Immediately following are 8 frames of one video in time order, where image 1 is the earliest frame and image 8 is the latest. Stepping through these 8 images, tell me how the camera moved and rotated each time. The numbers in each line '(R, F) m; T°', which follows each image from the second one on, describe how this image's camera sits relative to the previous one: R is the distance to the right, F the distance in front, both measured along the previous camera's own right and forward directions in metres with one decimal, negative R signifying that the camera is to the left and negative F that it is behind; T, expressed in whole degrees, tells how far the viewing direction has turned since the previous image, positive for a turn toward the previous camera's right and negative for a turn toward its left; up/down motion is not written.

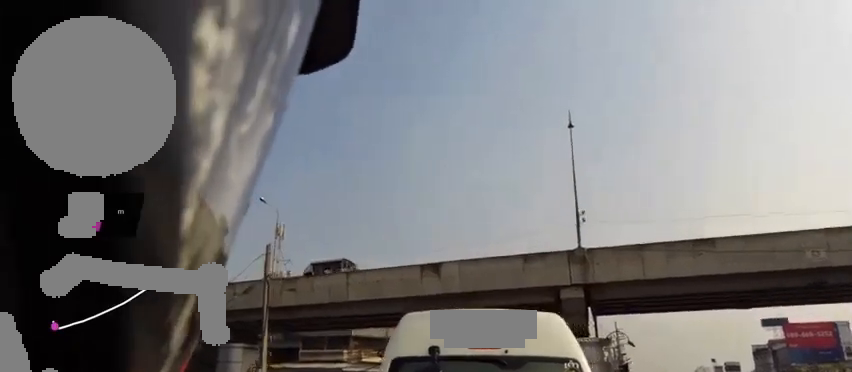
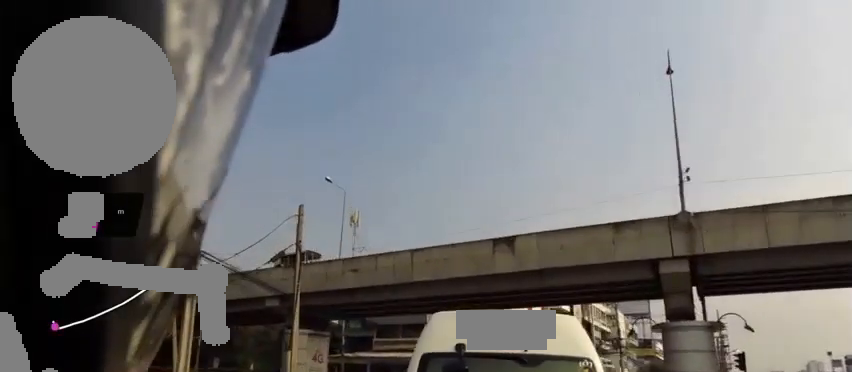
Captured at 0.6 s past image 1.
(-0.3, +3.5) m; -7°
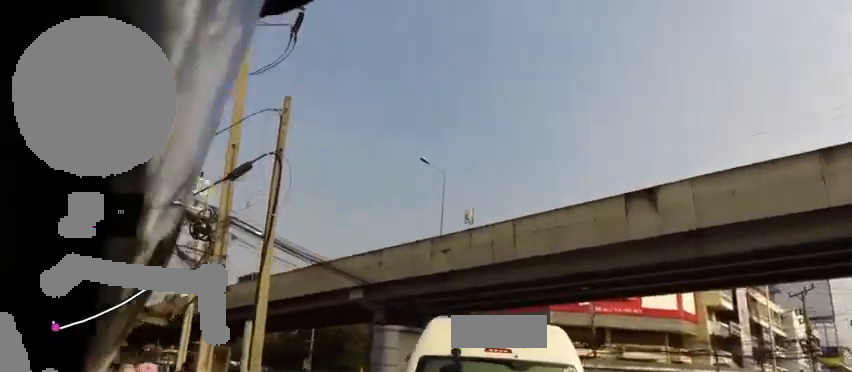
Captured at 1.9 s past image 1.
(-0.5, +5.9) m; -8°
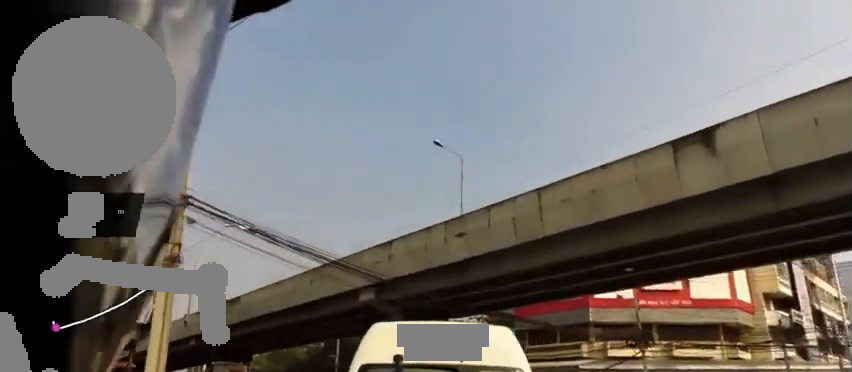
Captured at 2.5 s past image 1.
(-0.1, +2.9) m; -3°
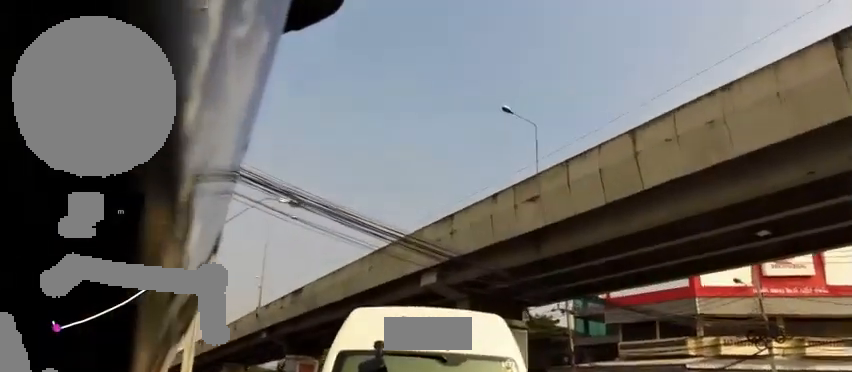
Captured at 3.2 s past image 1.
(0.0, +3.0) m; -10°
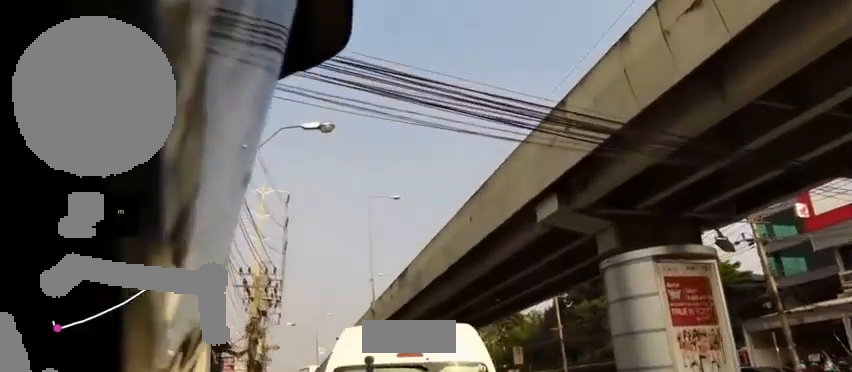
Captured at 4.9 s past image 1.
(-2.3, +6.9) m; -31°
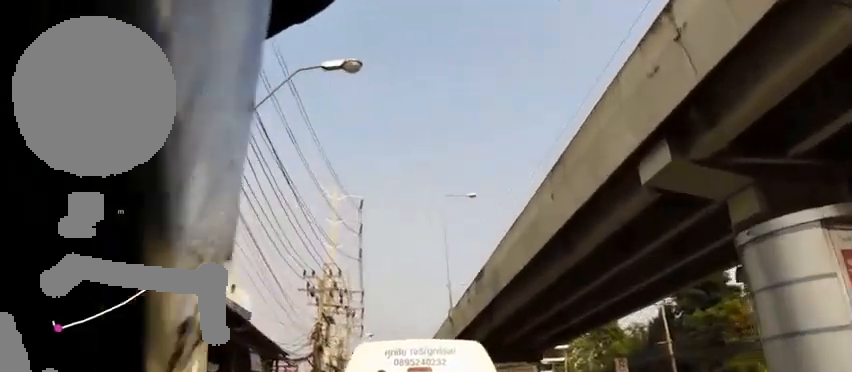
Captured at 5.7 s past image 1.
(-0.3, +4.3) m; -5°
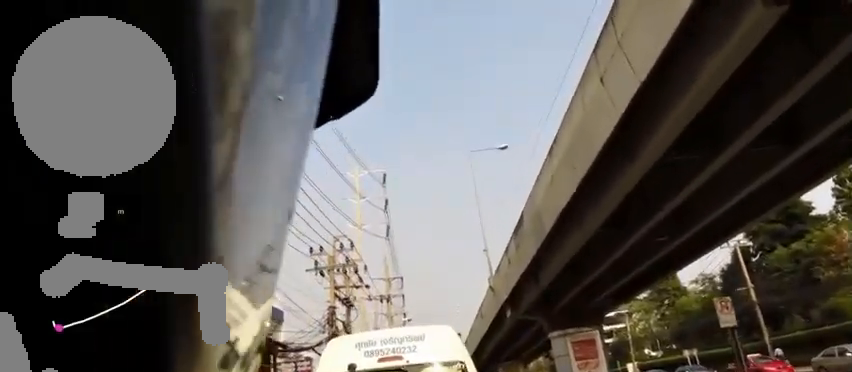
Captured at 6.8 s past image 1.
(0.0, +6.1) m; 0°
